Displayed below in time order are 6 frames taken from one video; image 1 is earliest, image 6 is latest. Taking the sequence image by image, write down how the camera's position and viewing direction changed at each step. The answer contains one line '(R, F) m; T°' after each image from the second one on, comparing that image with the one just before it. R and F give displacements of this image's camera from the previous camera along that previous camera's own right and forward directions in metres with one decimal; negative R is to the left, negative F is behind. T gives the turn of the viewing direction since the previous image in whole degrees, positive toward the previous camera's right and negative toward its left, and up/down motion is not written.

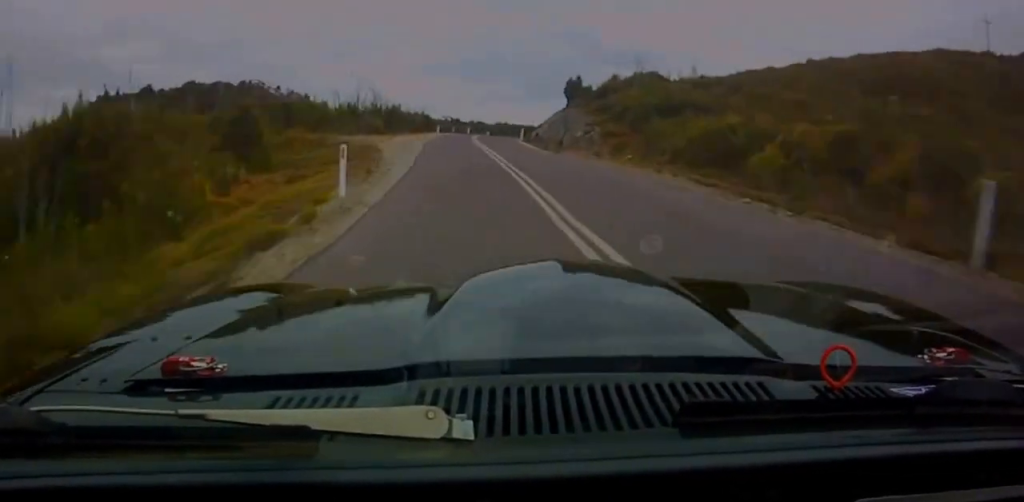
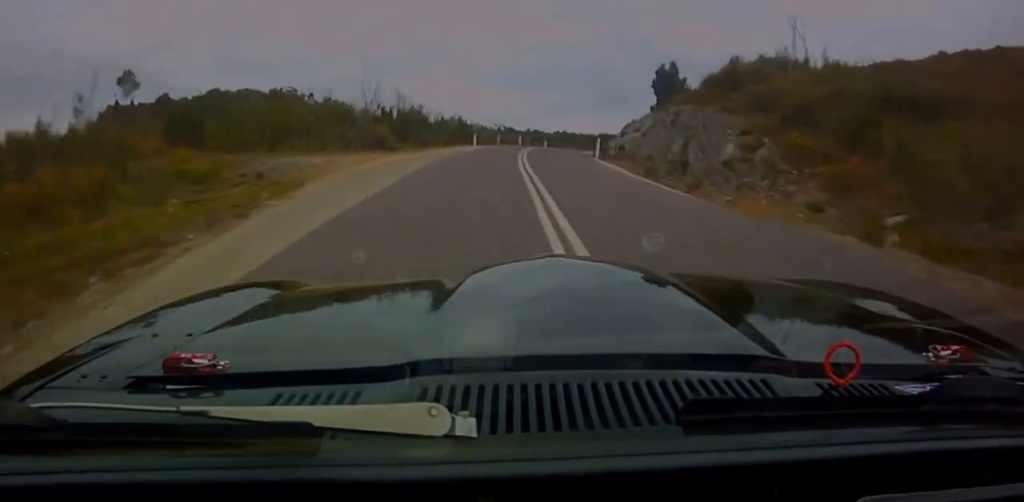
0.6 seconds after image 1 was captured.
(+0.1, +19.5) m; -4°
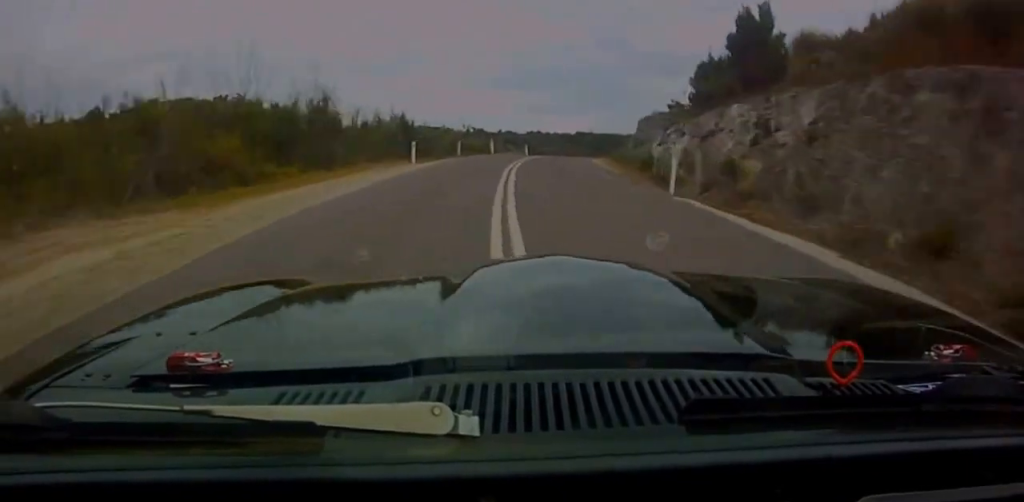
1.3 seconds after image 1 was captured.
(-2.0, +21.3) m; -2°
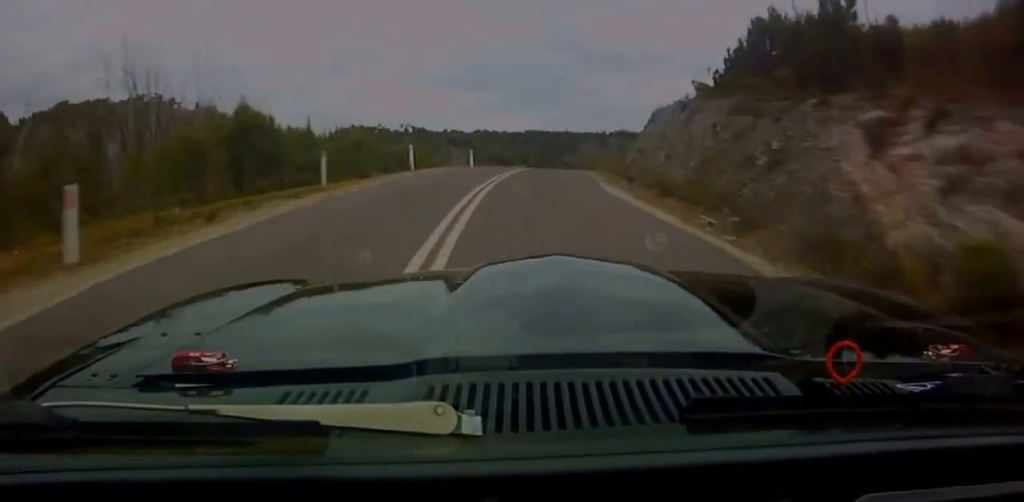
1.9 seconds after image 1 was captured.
(0.0, +20.6) m; +1°
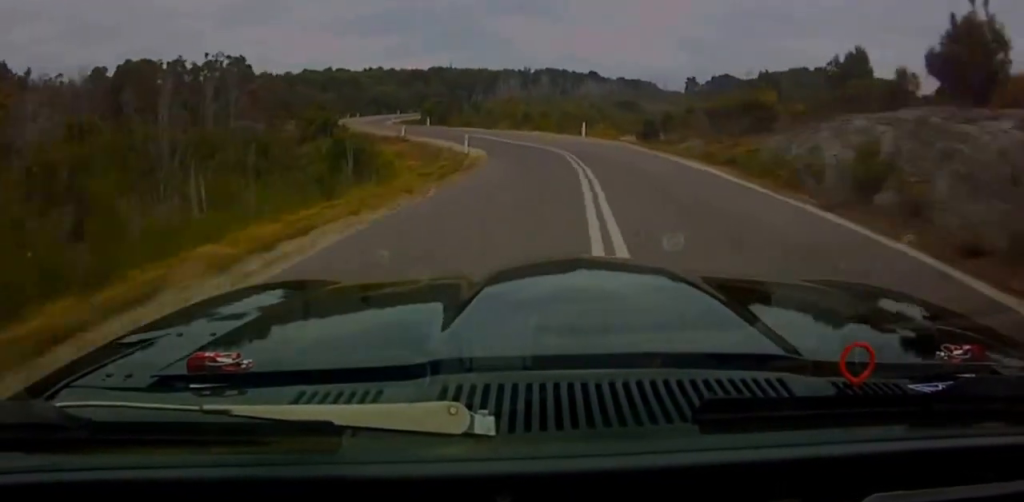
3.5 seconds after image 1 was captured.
(+2.7, +55.0) m; +8°
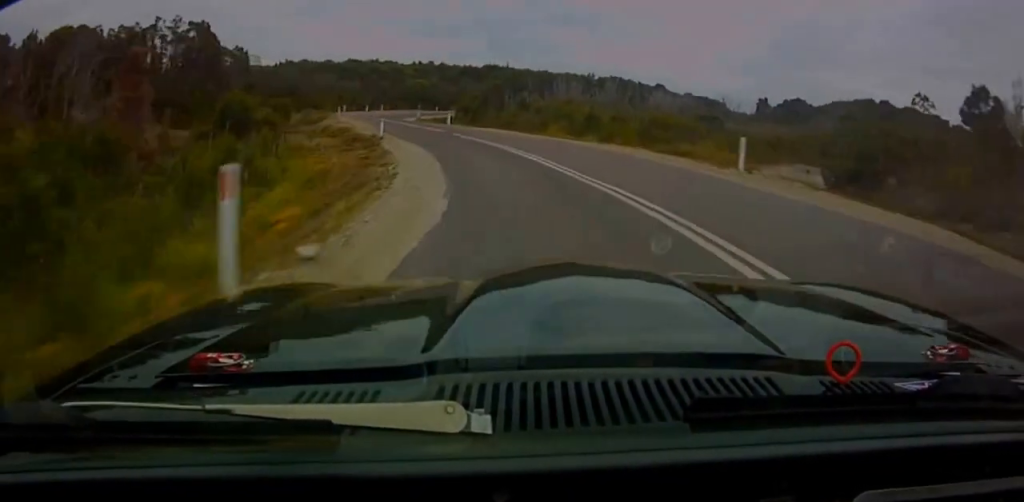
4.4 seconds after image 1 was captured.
(+2.1, +25.2) m; +5°
